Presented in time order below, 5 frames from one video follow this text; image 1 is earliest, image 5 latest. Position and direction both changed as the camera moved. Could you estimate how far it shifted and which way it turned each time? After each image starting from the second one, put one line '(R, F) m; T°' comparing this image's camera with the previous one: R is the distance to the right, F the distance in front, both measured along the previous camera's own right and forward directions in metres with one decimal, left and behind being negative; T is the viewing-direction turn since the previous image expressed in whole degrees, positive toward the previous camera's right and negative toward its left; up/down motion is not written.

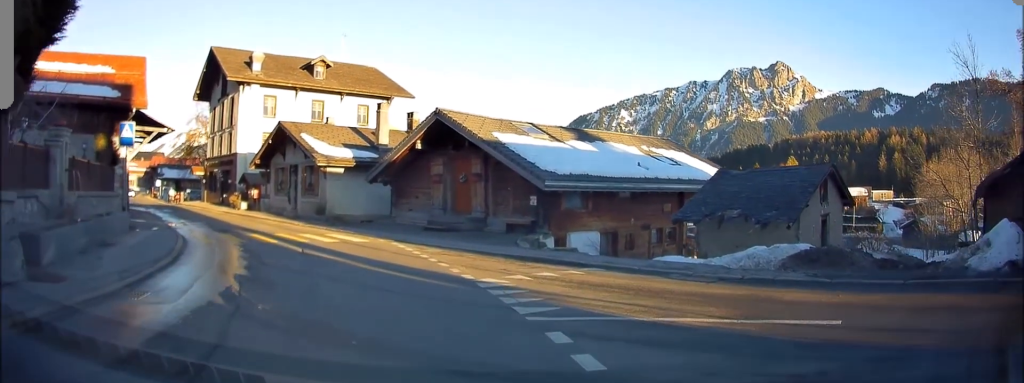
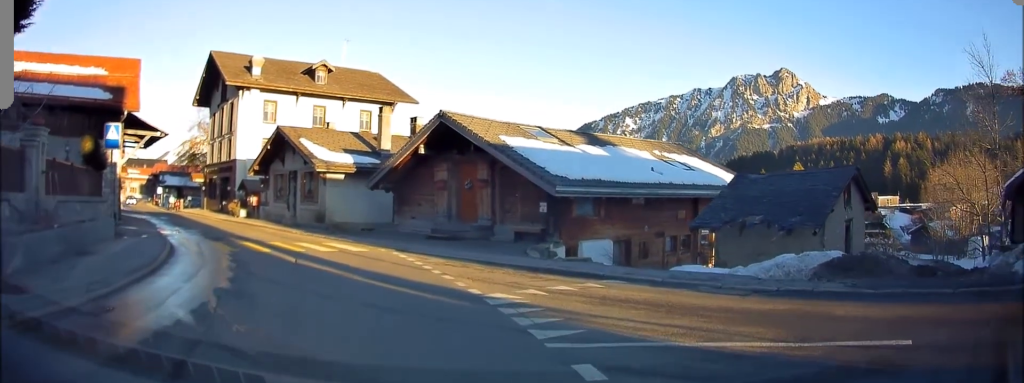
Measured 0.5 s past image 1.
(+0.2, +1.3) m; +1°
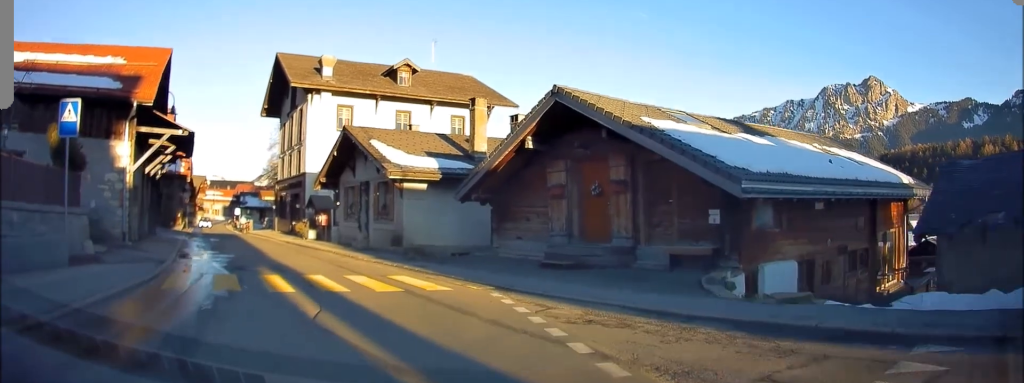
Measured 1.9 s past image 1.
(+0.1, +5.7) m; -11°
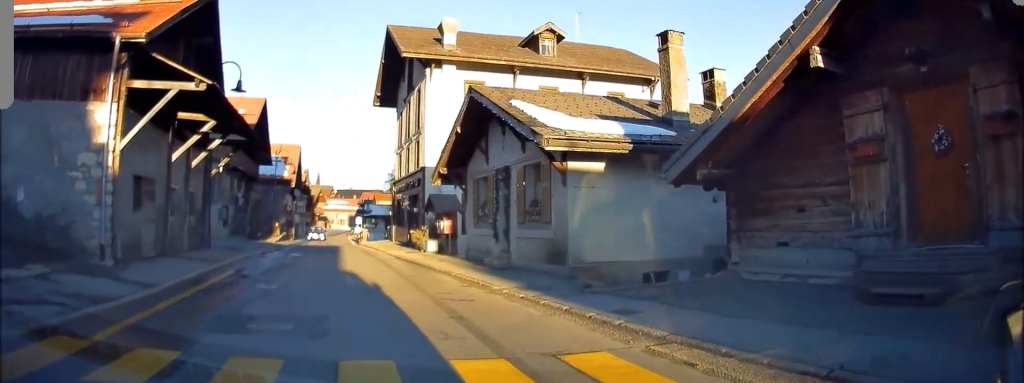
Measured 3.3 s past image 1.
(-1.4, +7.9) m; -14°
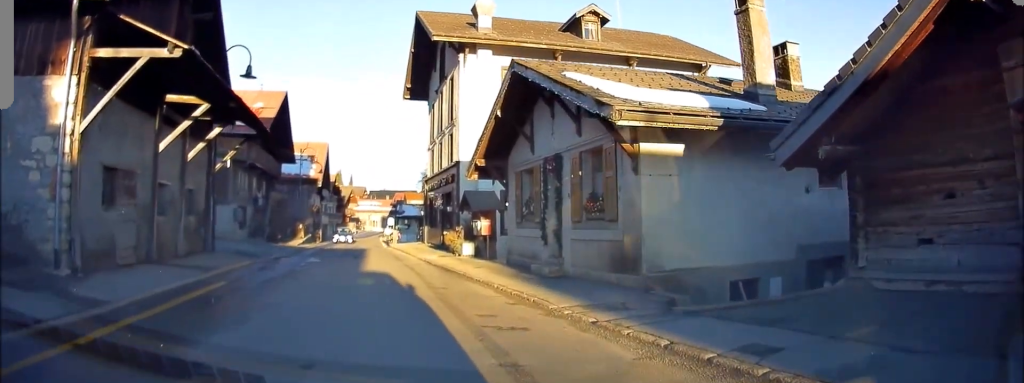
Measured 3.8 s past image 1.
(-0.1, +3.0) m; -2°
